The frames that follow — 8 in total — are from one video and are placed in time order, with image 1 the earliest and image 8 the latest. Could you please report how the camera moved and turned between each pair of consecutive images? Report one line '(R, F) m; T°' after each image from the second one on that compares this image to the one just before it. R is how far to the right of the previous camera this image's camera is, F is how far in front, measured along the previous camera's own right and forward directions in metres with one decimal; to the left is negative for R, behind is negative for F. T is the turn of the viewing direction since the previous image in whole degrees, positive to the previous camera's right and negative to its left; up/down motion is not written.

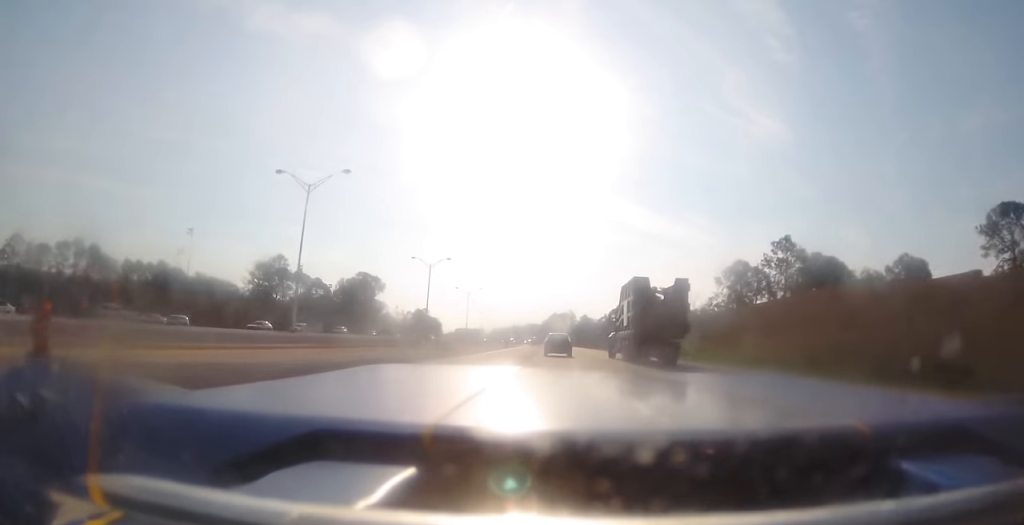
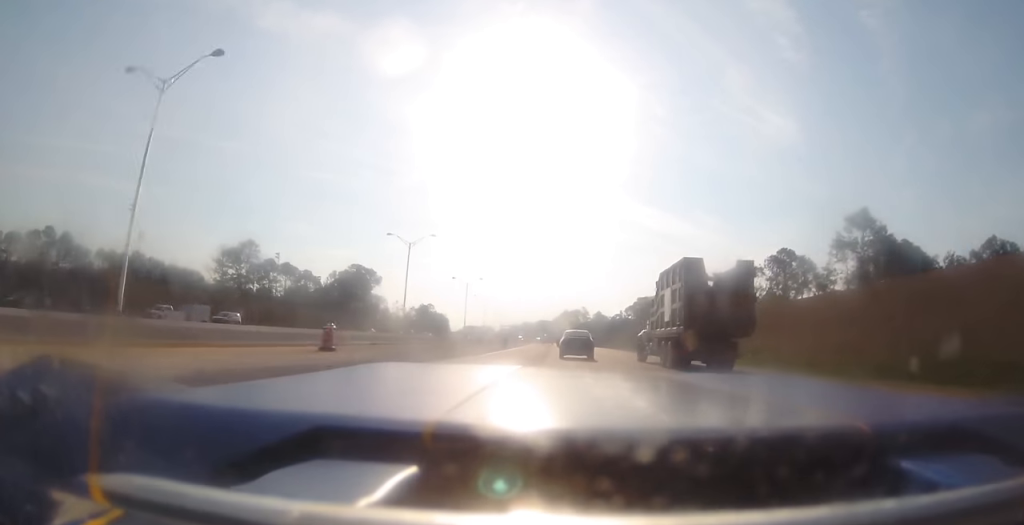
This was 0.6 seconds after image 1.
(+0.2, +22.9) m; -1°
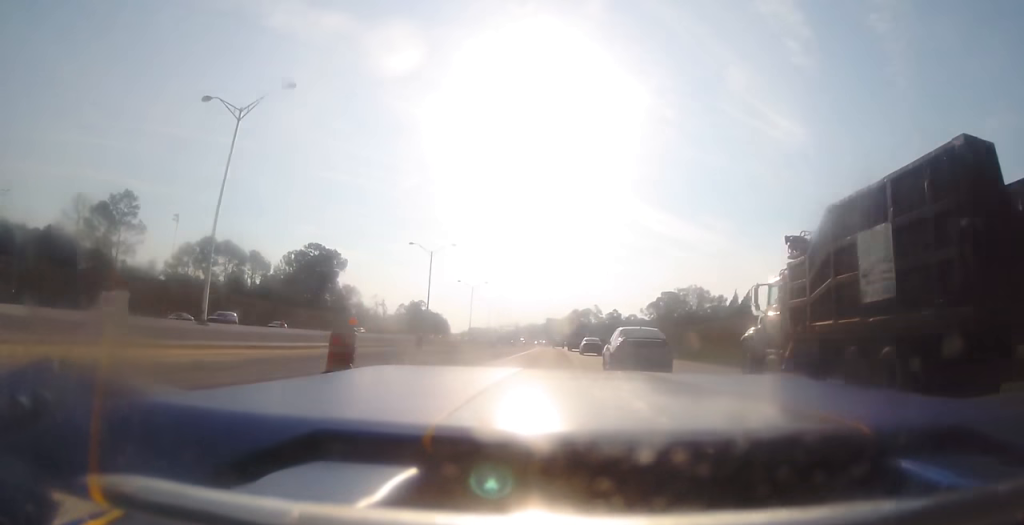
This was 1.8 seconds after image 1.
(-1.0, +46.9) m; -1°
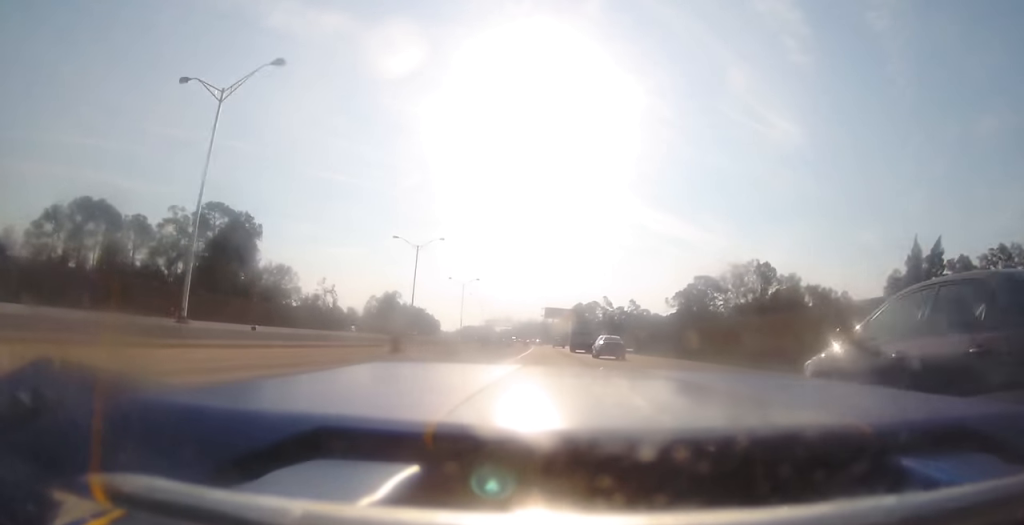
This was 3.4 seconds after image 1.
(-0.1, +56.3) m; 0°
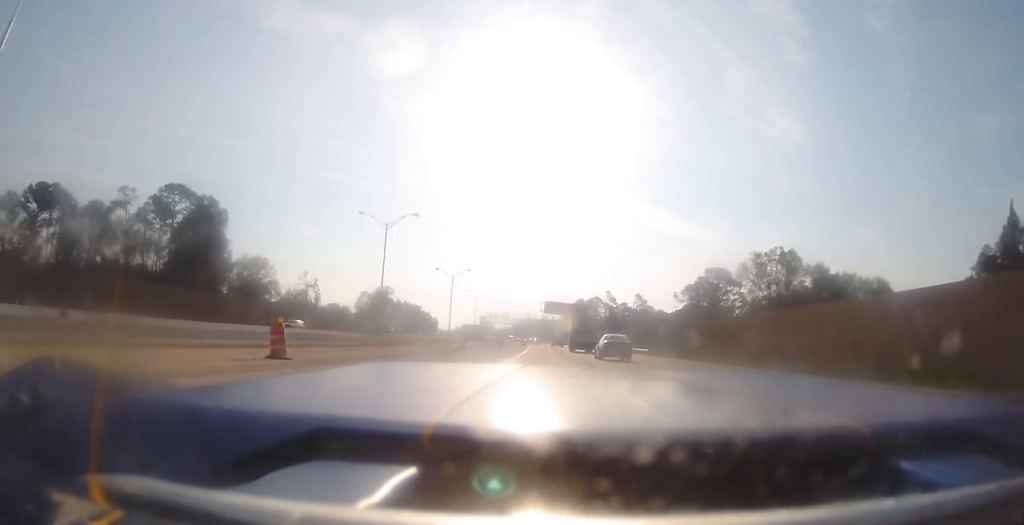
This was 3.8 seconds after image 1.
(-0.1, +14.2) m; 0°
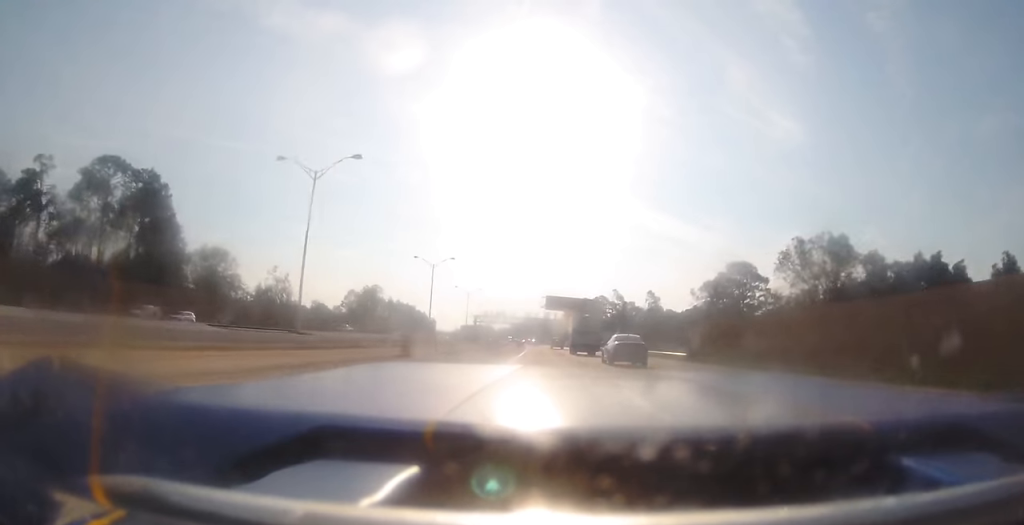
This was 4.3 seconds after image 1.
(+0.4, +20.0) m; 0°
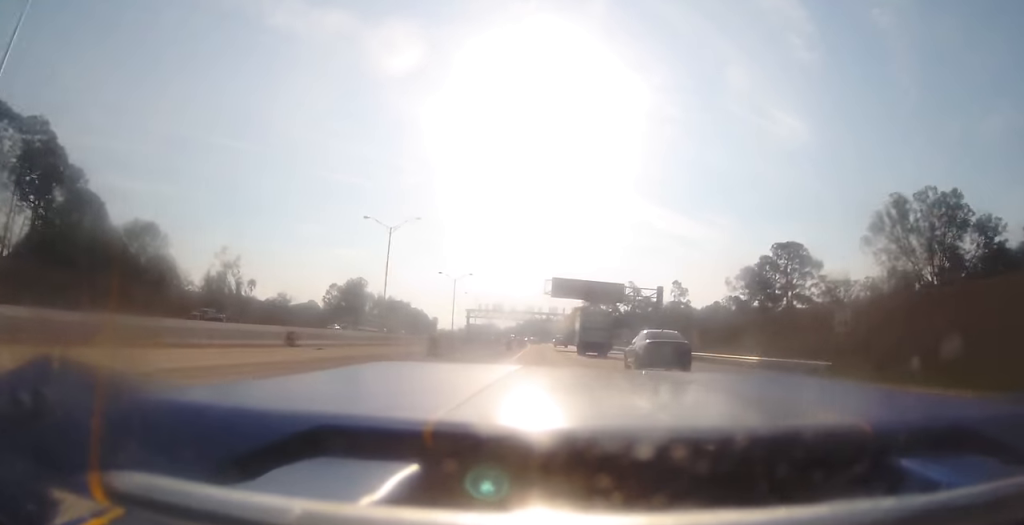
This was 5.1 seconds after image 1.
(0.0, +27.1) m; 0°
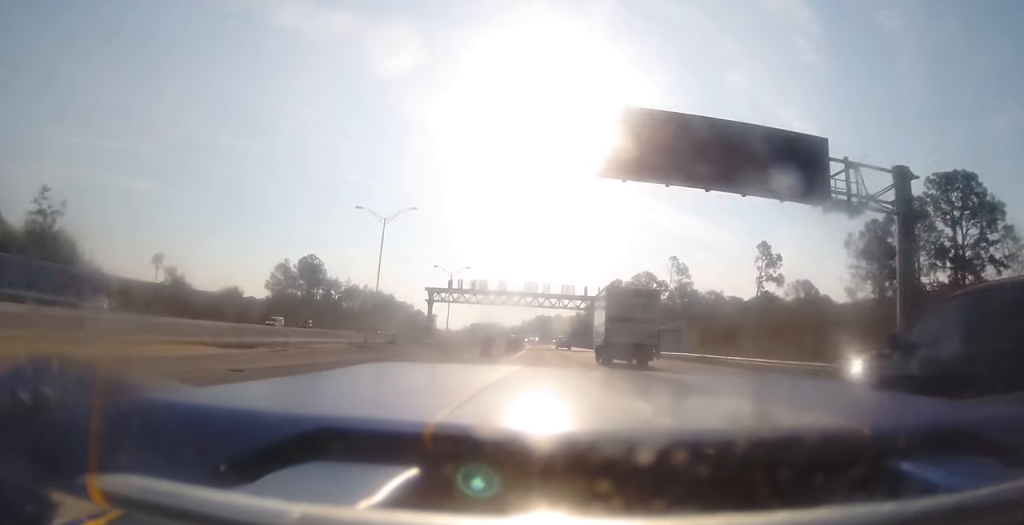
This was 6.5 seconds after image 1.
(-0.8, +52.3) m; -1°
